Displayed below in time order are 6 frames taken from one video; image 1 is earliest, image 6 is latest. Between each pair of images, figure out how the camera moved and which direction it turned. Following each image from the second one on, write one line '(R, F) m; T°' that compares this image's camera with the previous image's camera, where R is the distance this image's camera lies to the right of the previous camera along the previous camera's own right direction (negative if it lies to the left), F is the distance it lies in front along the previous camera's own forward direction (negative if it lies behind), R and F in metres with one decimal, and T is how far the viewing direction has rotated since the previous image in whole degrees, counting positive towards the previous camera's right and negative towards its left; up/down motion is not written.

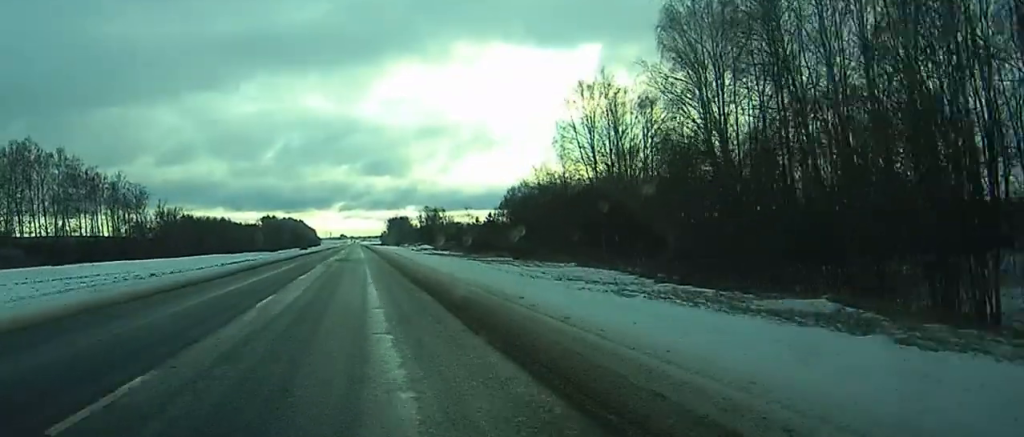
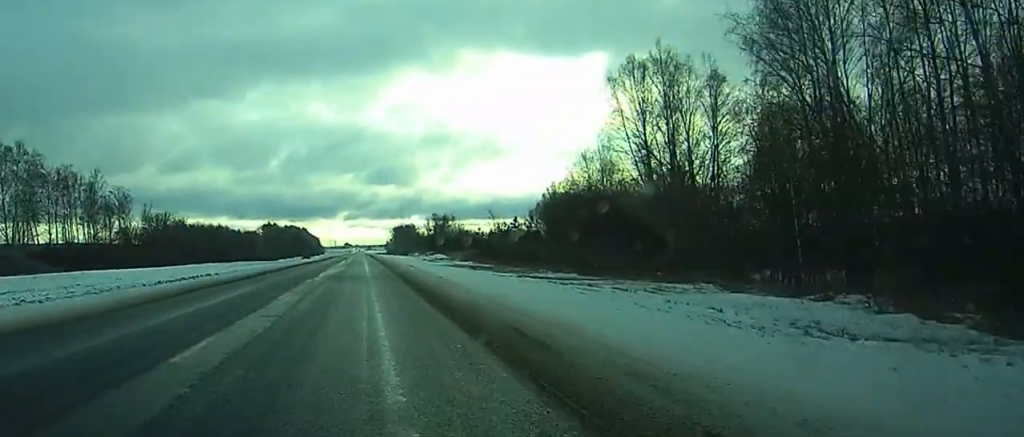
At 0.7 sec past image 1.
(0.0, +19.9) m; 0°
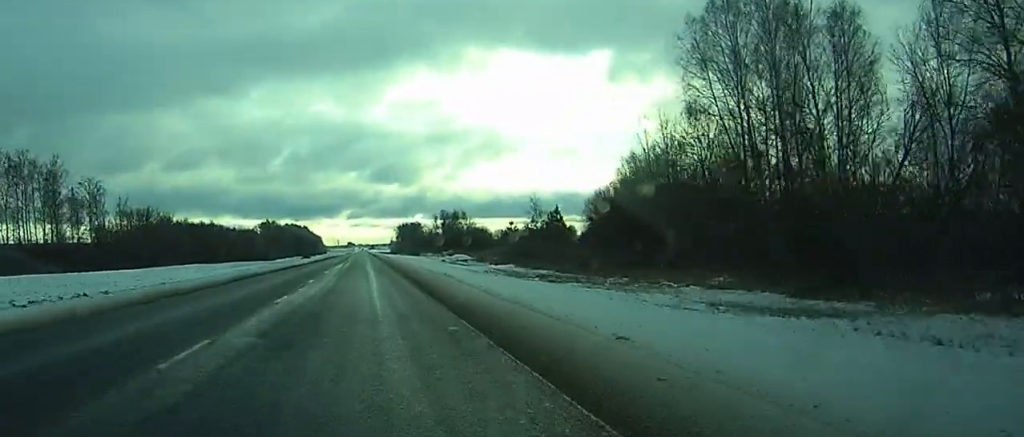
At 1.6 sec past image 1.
(-0.1, +24.5) m; 0°
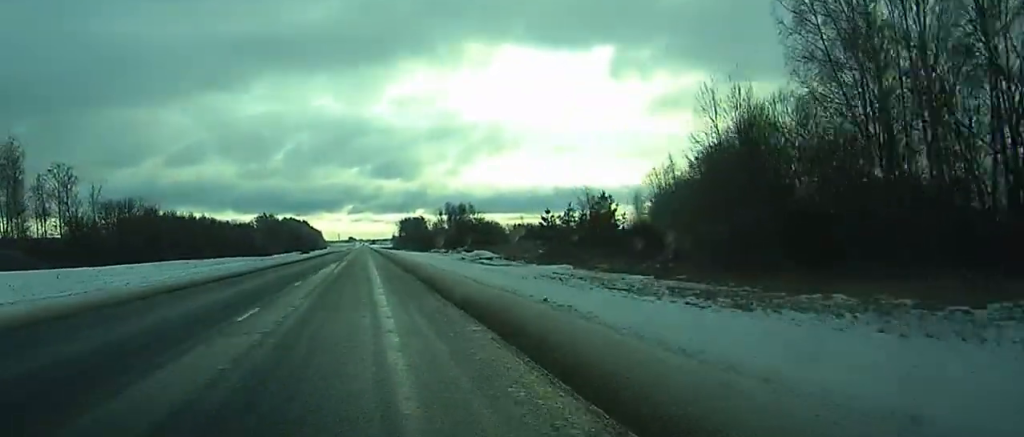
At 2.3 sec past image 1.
(0.0, +19.1) m; 0°
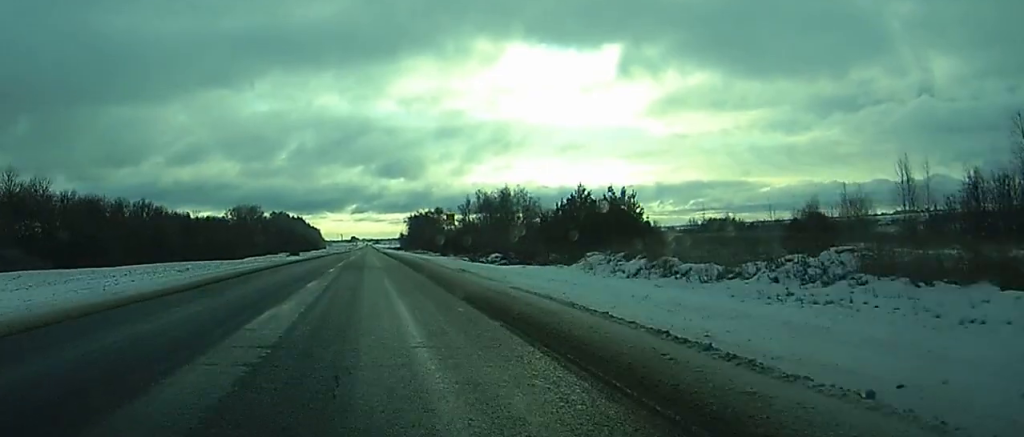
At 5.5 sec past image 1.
(-0.5, +86.1) m; -1°
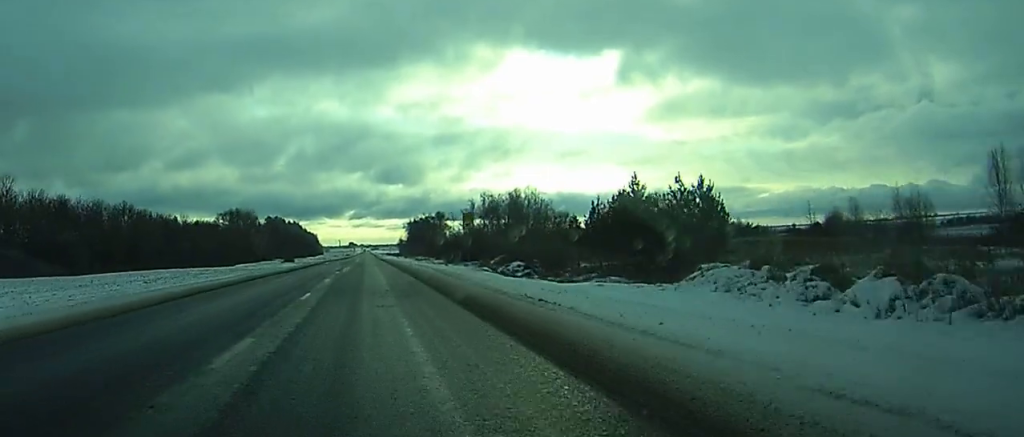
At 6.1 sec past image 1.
(0.0, +15.3) m; 0°
